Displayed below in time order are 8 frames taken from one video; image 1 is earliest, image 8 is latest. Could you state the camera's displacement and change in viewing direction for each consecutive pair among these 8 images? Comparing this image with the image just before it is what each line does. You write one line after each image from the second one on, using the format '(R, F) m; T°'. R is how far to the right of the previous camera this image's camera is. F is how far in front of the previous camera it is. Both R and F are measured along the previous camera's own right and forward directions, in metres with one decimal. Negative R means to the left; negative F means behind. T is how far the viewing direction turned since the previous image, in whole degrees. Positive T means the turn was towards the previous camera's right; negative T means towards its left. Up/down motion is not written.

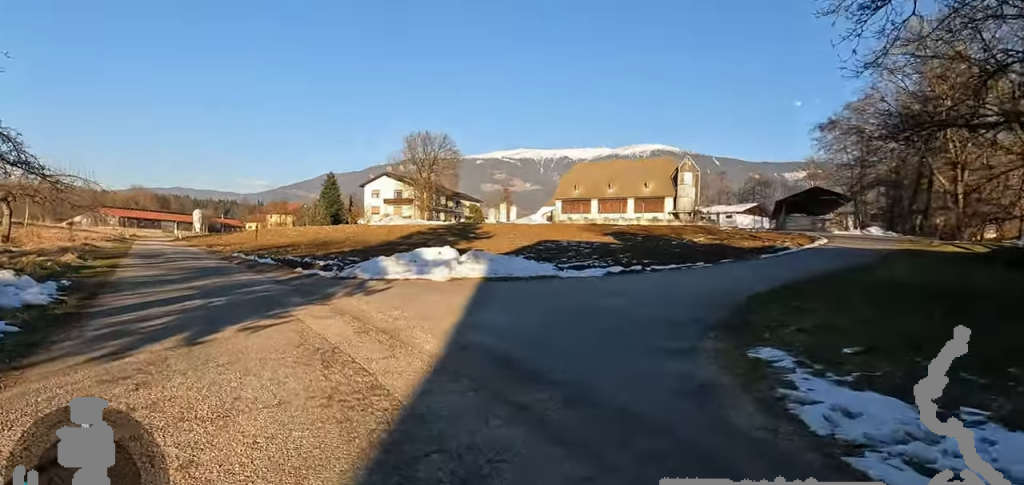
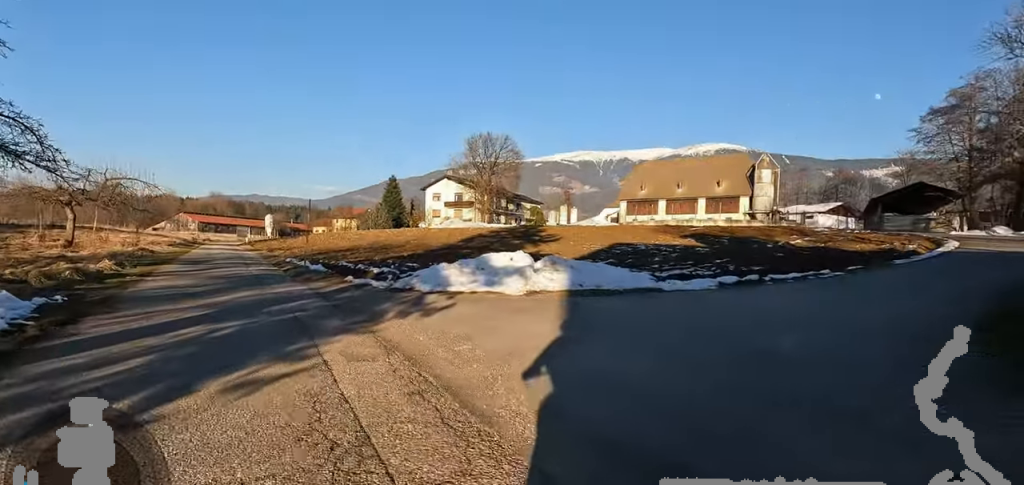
(+0.1, +2.5) m; -2°
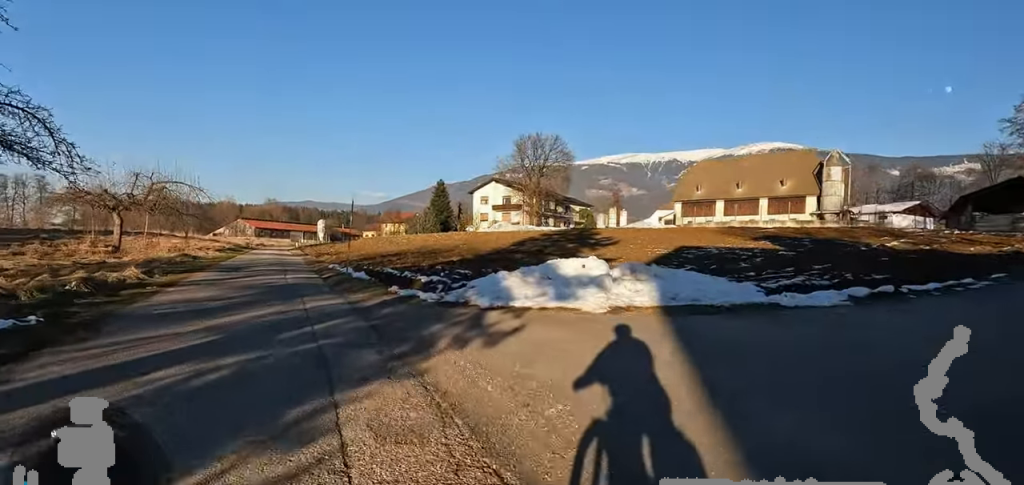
(-0.2, +1.9) m; -5°
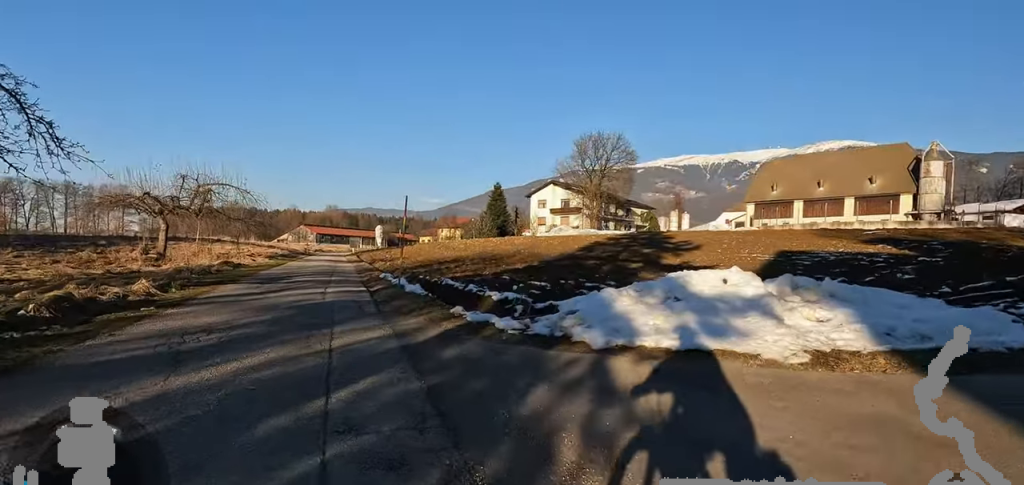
(-0.2, +2.8) m; -9°
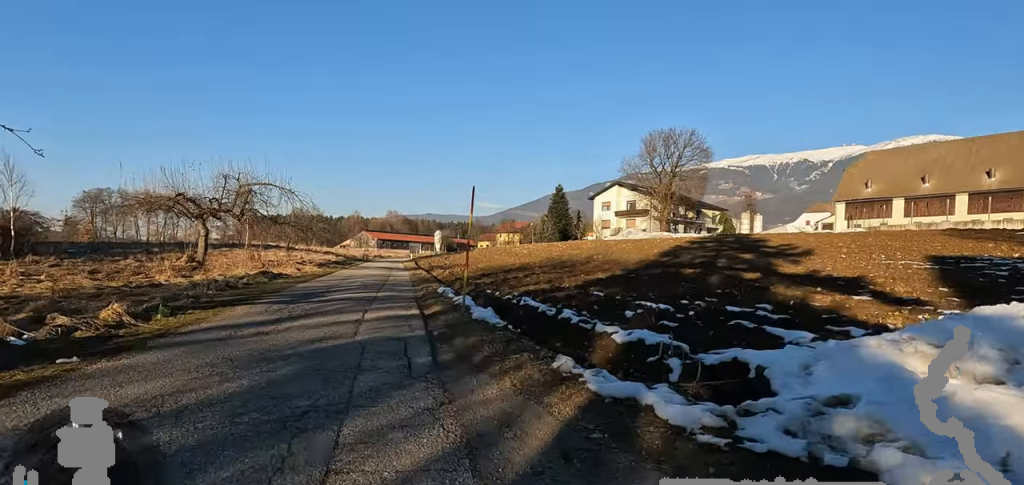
(-0.1, +3.3) m; -11°
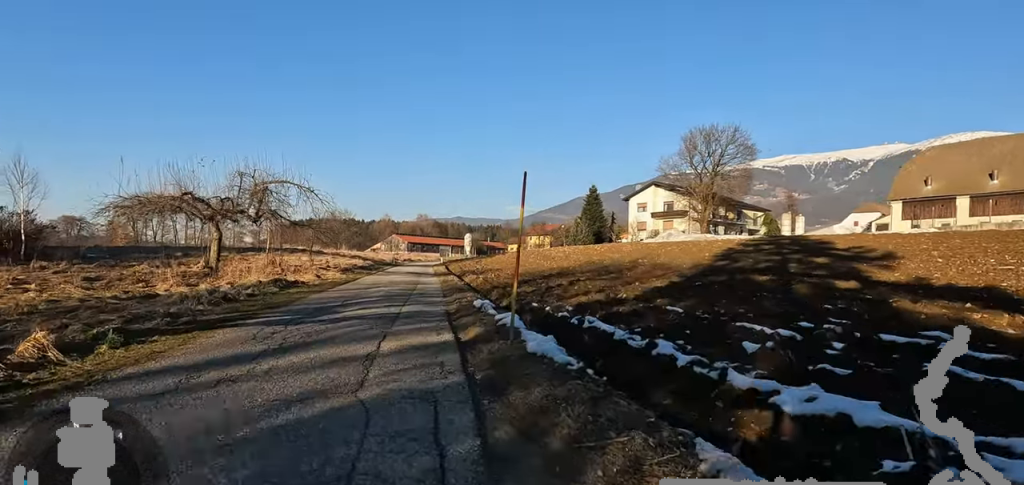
(-0.5, +2.2) m; -3°
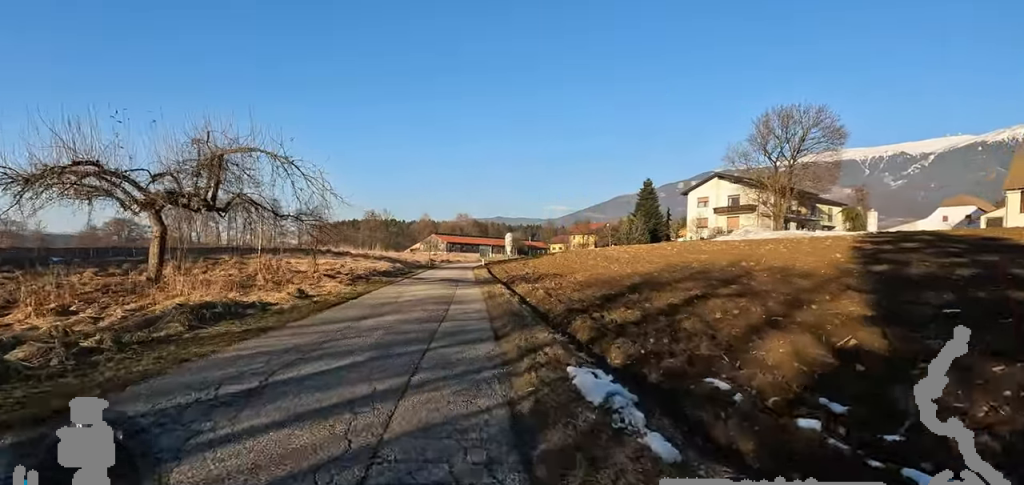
(0.0, +6.6) m; -6°
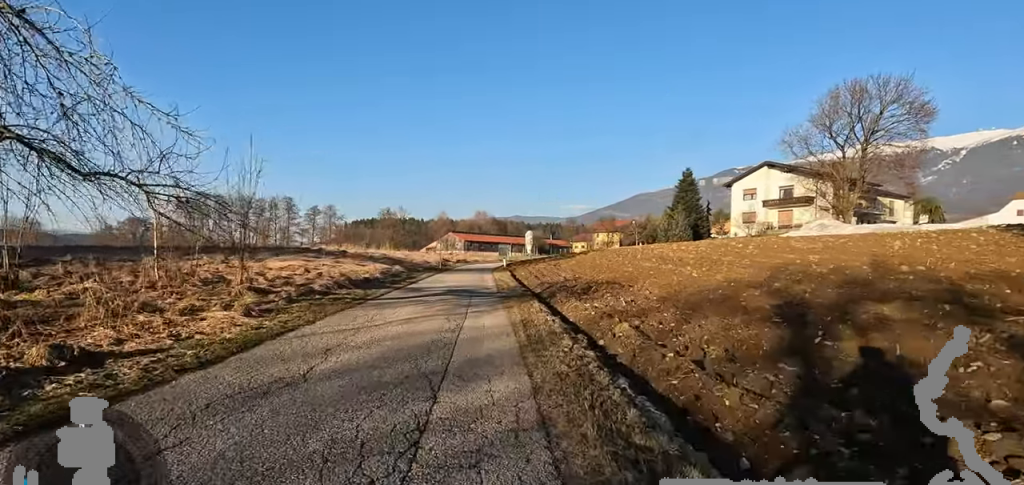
(-1.1, +7.4) m; -7°
